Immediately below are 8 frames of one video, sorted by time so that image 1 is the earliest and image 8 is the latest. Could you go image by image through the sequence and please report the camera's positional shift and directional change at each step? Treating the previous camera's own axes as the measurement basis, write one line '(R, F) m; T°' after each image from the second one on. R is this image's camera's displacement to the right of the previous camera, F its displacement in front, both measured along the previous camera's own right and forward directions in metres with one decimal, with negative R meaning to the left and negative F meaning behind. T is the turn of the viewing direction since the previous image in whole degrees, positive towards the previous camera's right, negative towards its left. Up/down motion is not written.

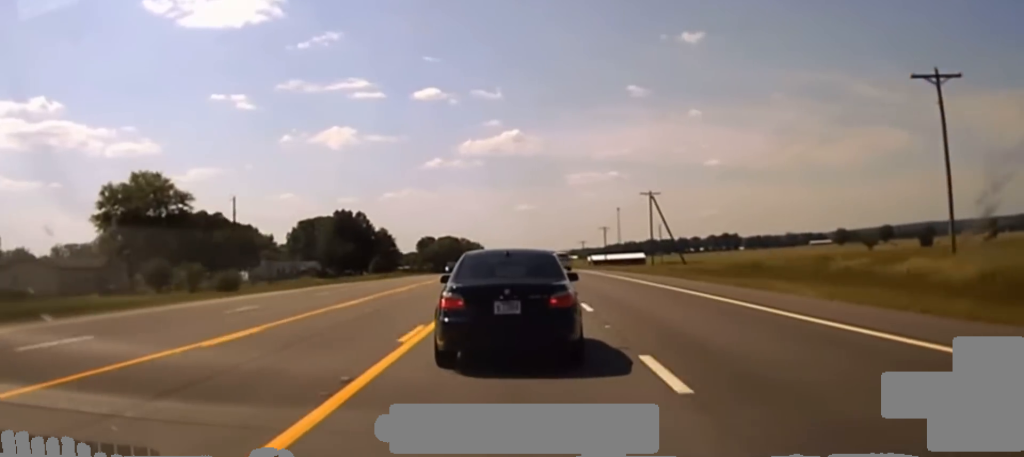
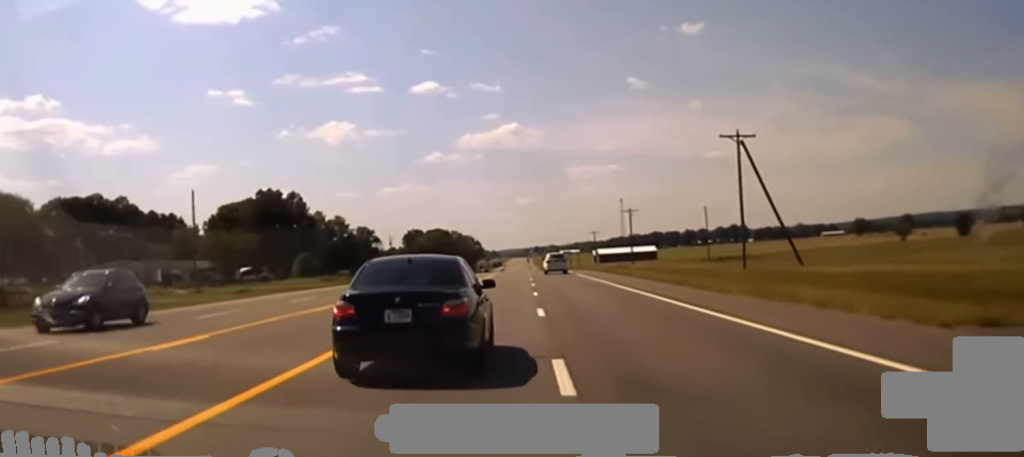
(+0.5, +56.3) m; 0°
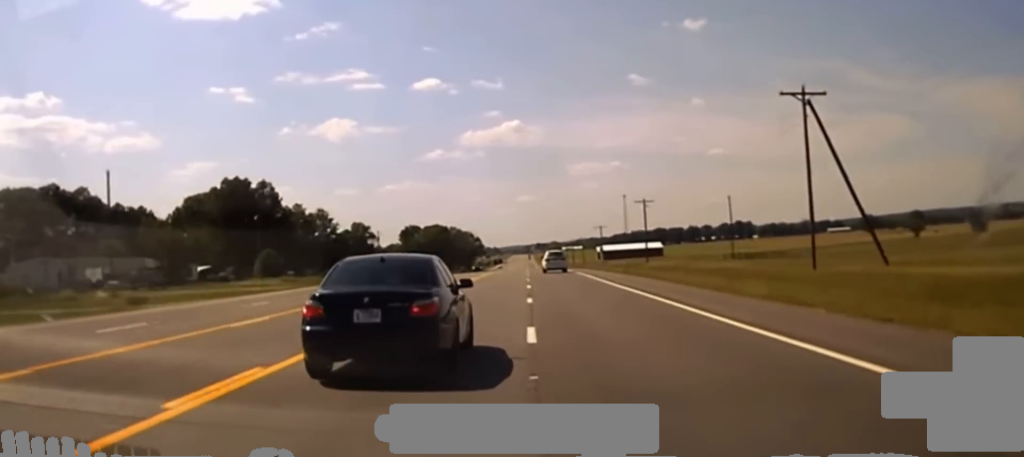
(-0.1, +17.1) m; 0°
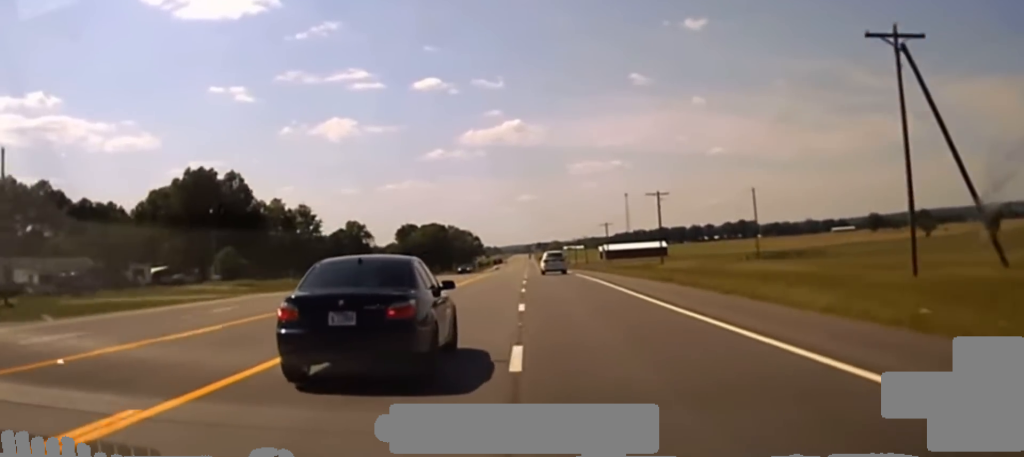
(0.0, +12.4) m; 0°
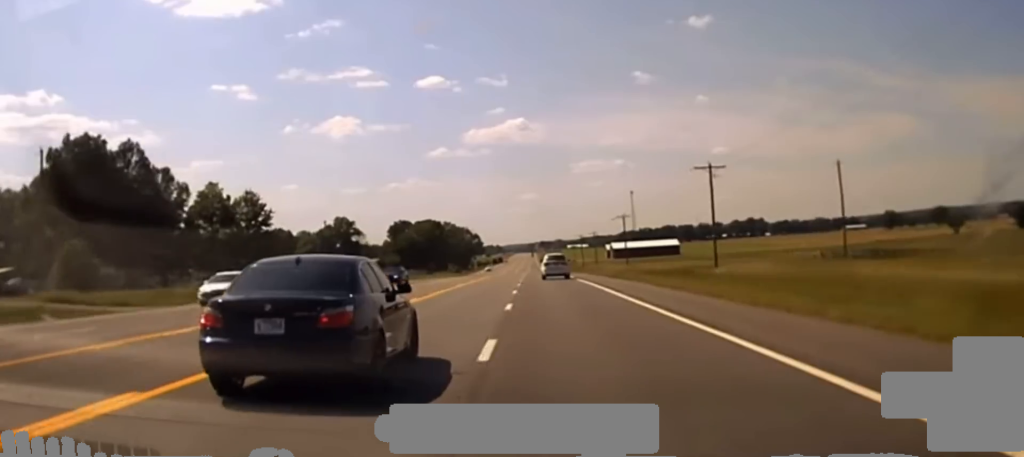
(+0.1, +31.9) m; 0°
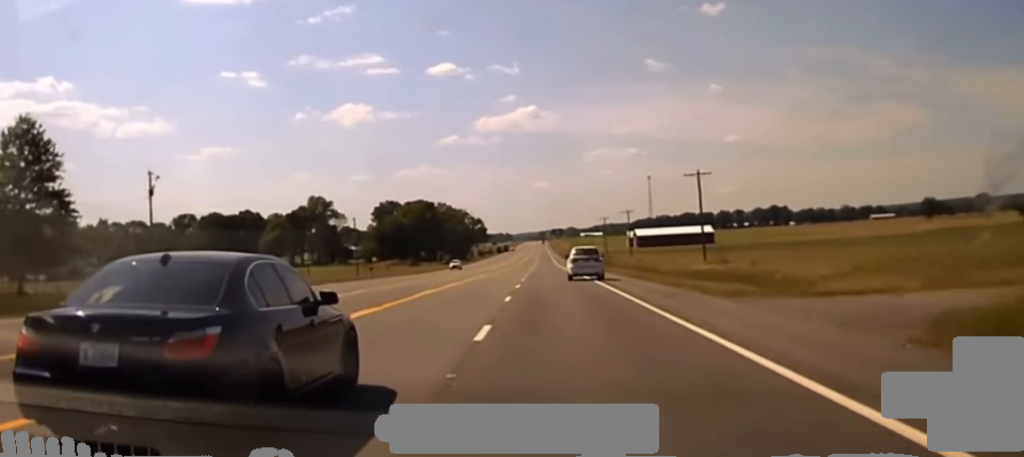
(-1.2, +74.0) m; -1°
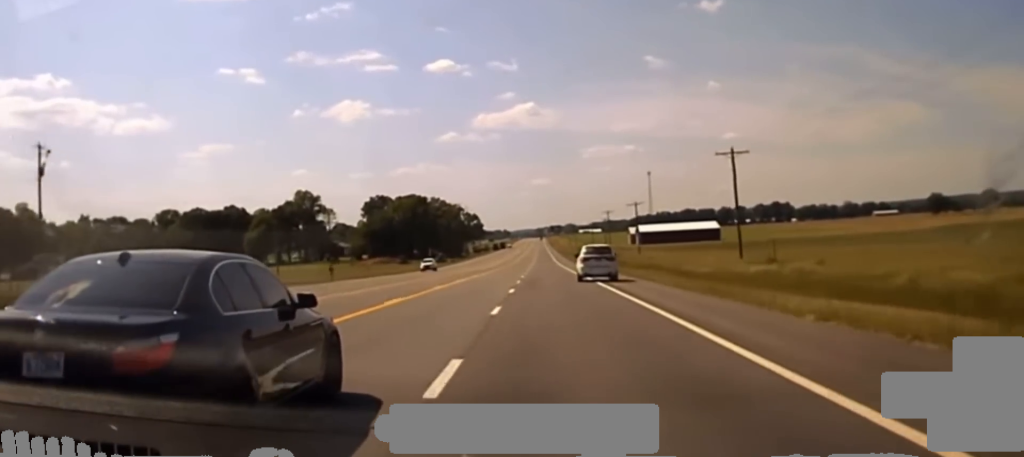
(-0.1, +20.7) m; 0°
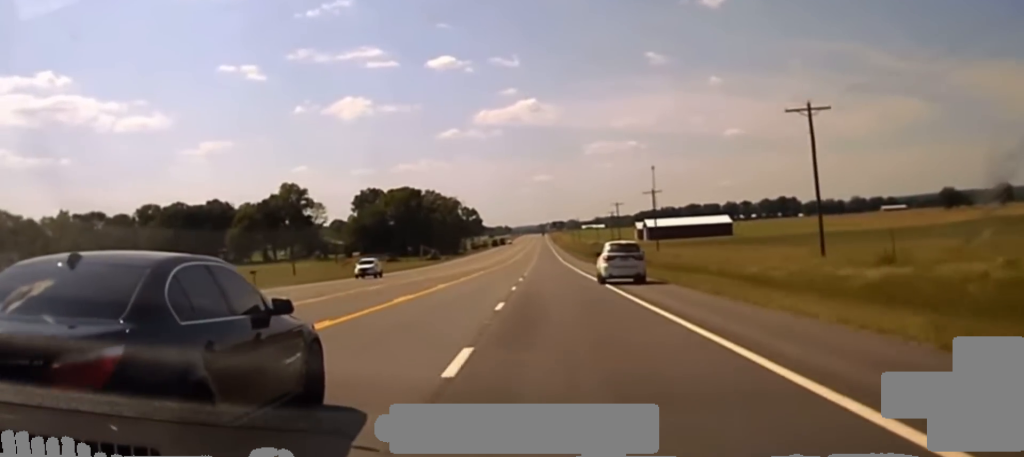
(+0.1, +23.7) m; 0°
